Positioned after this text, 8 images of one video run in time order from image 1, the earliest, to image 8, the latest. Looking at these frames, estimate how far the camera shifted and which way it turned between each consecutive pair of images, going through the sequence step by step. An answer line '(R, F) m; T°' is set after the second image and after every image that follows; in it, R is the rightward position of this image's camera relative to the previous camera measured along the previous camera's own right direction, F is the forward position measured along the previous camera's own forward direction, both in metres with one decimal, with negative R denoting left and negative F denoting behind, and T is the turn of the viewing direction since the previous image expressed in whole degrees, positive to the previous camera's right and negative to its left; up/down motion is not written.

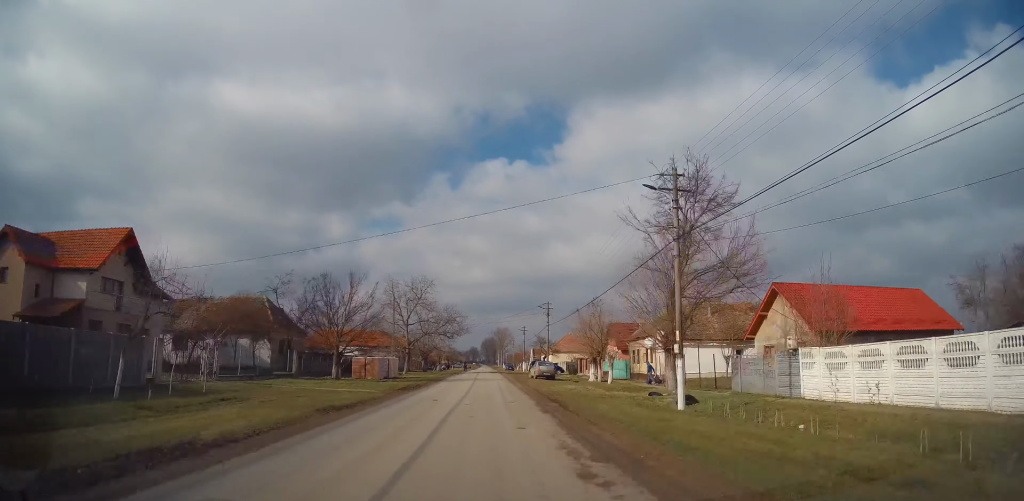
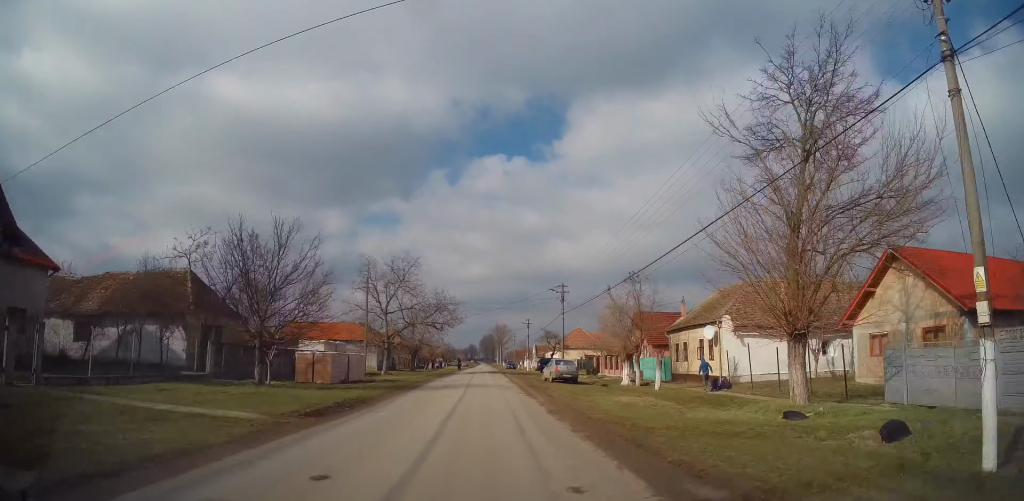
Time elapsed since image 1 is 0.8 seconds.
(+0.1, +11.8) m; 0°
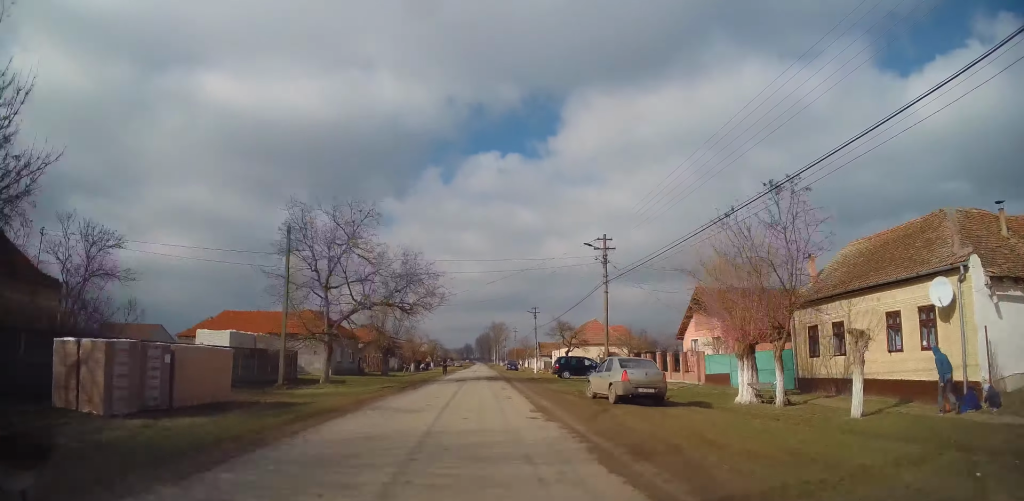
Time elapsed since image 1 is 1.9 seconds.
(-0.2, +17.2) m; 0°
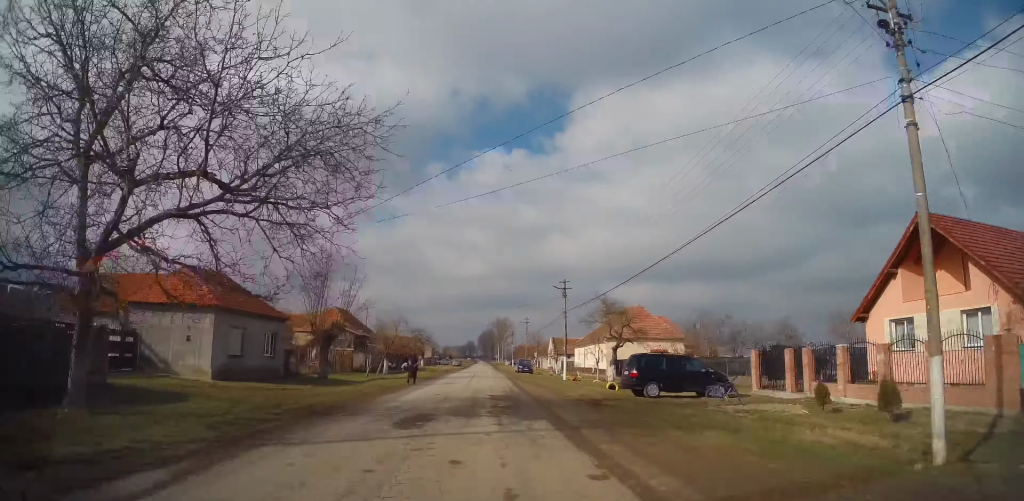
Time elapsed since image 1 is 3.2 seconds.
(+0.3, +21.0) m; +1°
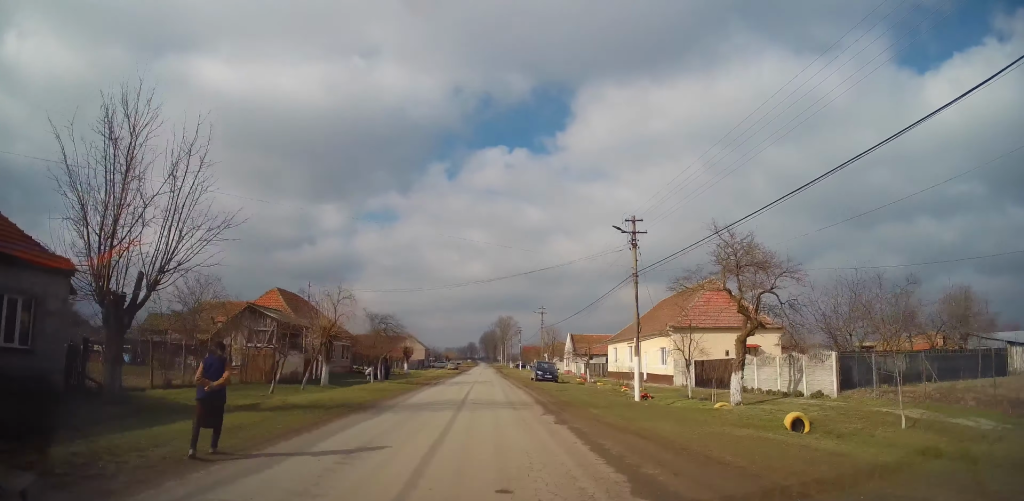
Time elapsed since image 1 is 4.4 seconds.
(0.0, +19.7) m; -1°
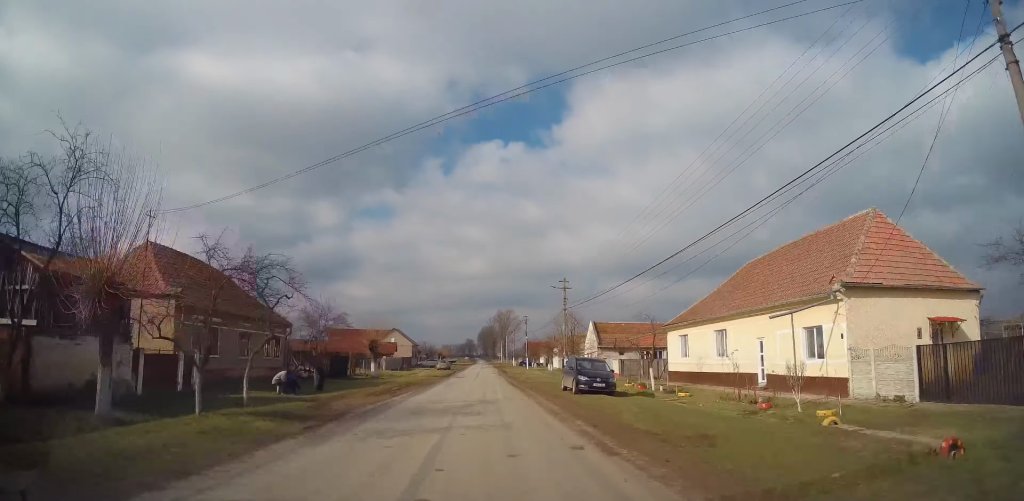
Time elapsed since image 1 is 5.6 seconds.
(-0.3, +18.8) m; 0°
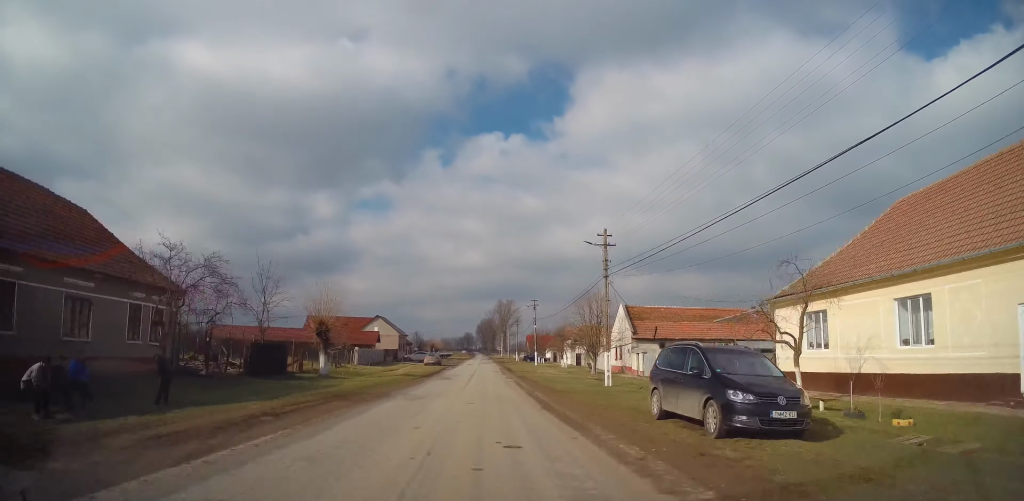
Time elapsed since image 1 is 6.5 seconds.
(+0.3, +14.6) m; +1°
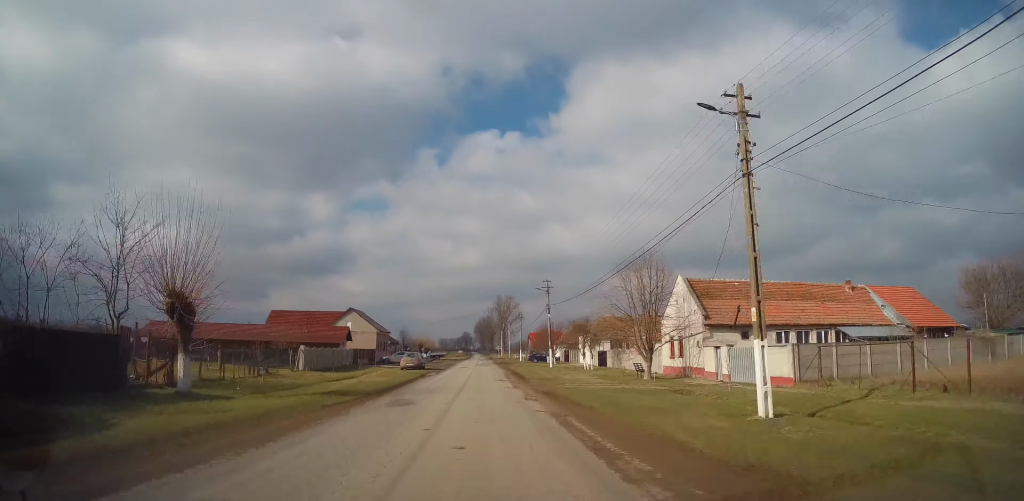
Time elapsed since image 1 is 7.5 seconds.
(0.0, +15.9) m; 0°
